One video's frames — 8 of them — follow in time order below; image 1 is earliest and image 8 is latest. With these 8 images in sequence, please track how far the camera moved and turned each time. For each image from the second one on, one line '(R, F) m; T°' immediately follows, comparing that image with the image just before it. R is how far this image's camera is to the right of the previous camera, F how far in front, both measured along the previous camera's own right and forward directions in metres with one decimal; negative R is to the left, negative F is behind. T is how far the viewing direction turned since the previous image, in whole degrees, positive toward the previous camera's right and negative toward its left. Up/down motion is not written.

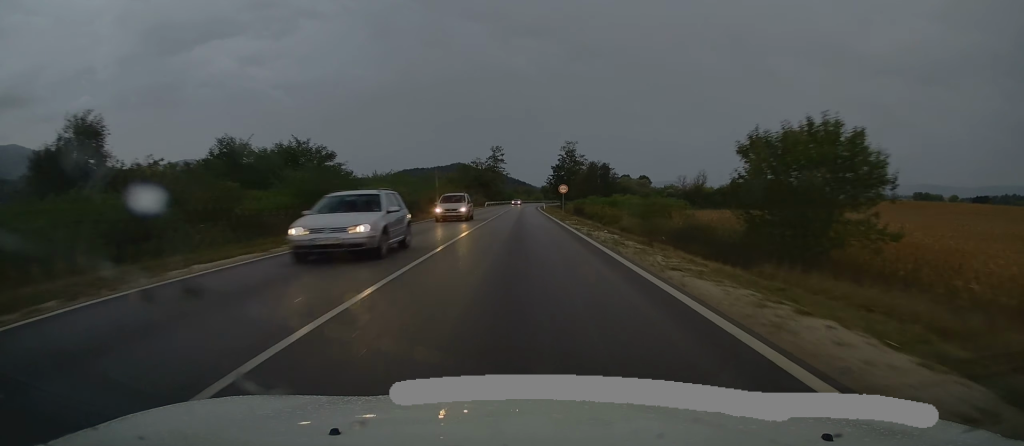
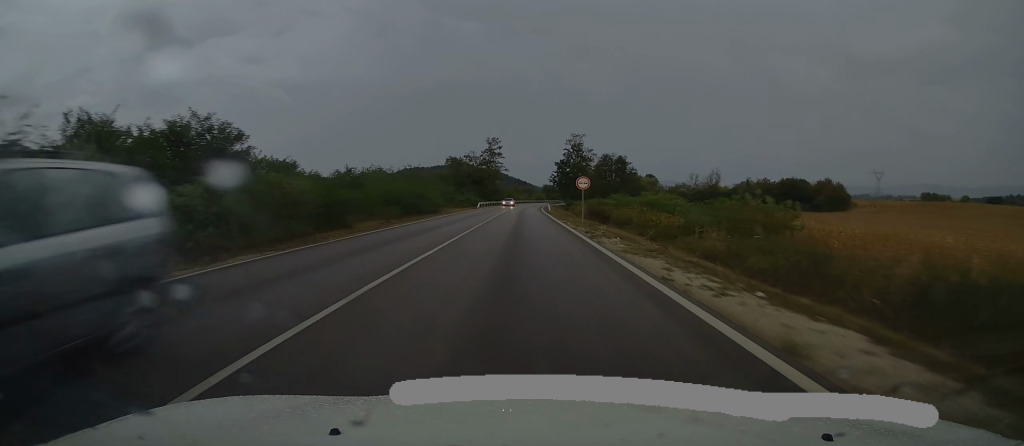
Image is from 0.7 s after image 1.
(-0.1, +16.5) m; 0°
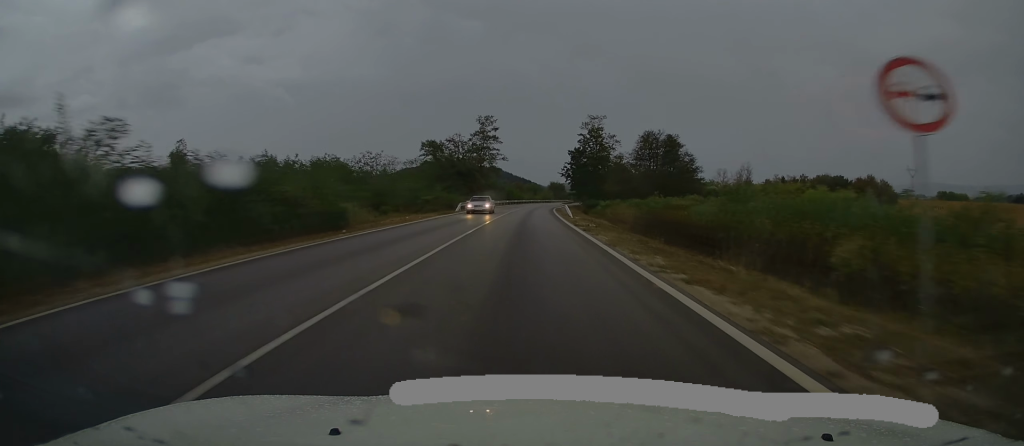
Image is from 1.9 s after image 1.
(0.0, +28.4) m; 0°
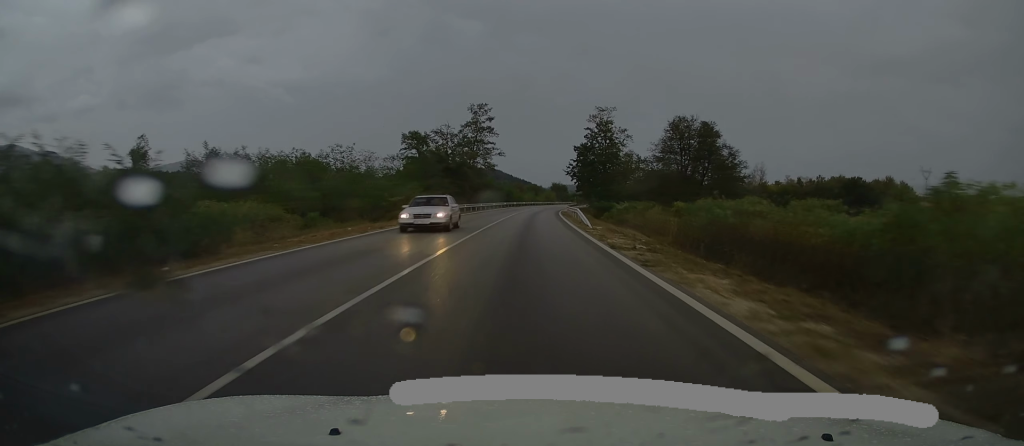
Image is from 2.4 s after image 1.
(0.0, +11.8) m; 0°
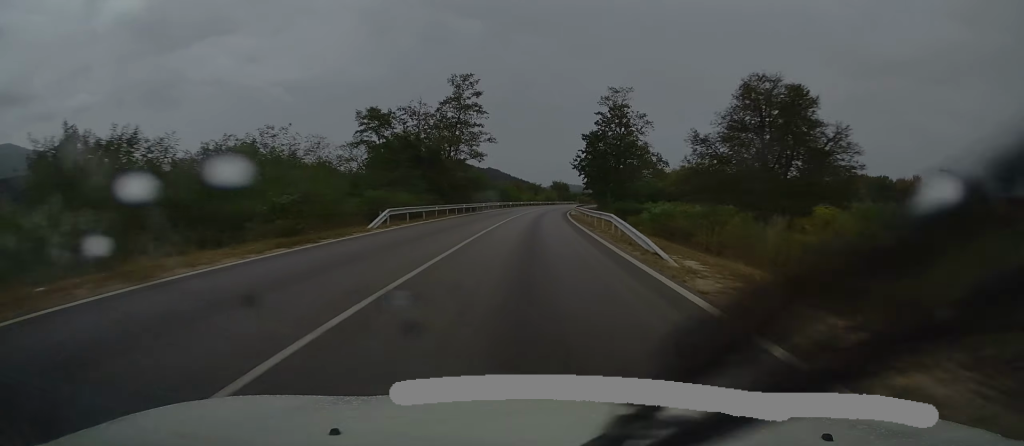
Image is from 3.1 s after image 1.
(+0.1, +16.6) m; +1°
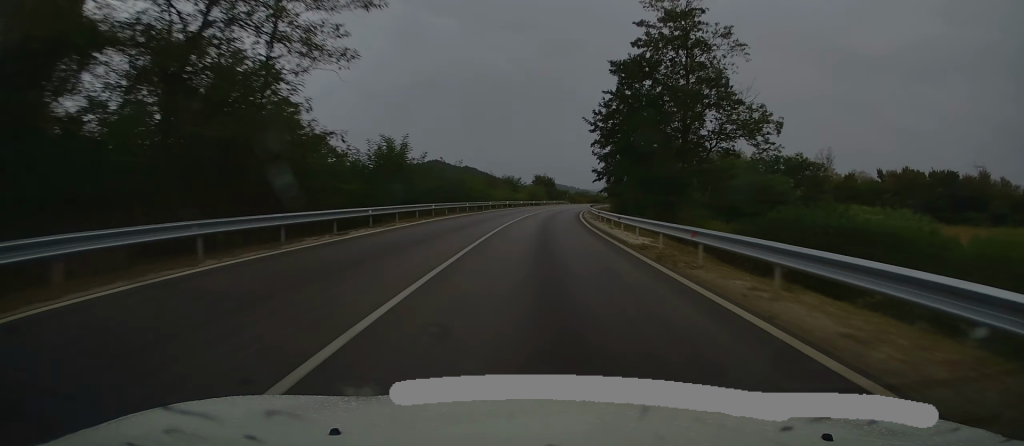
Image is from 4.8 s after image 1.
(+0.2, +39.6) m; 0°
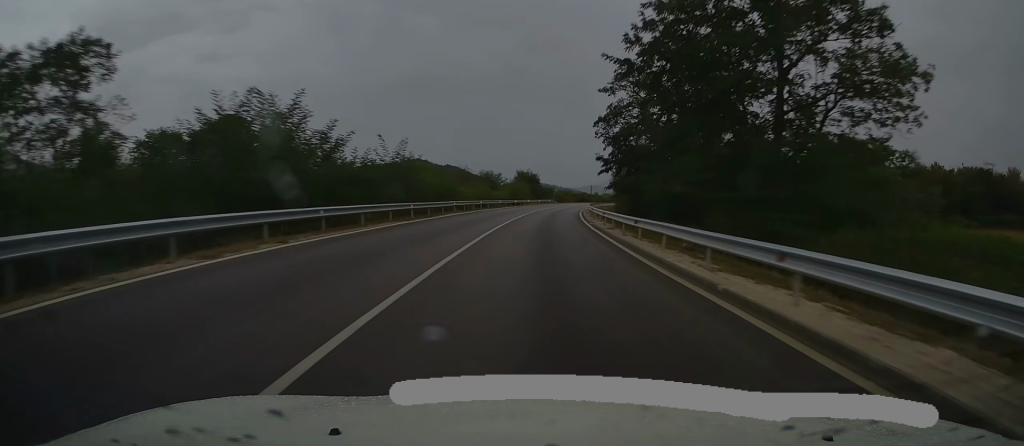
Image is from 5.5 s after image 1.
(-0.2, +16.7) m; +1°
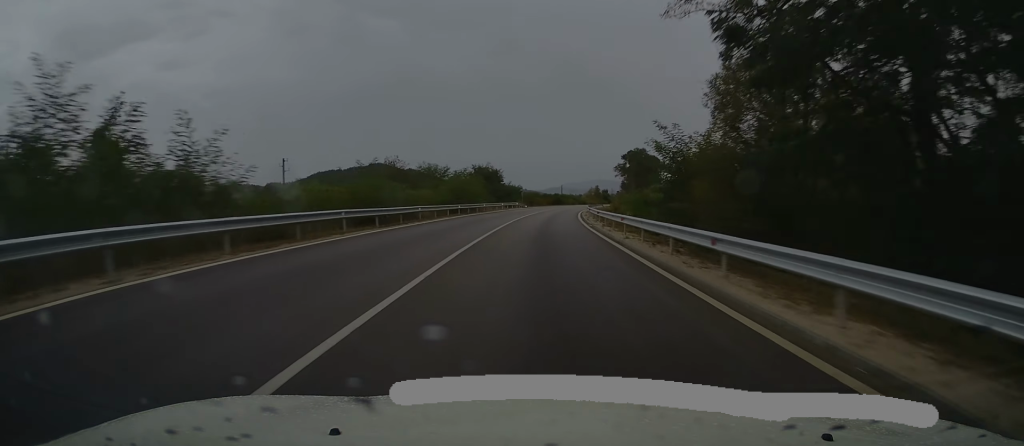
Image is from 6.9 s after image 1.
(+1.2, +33.4) m; +4°
